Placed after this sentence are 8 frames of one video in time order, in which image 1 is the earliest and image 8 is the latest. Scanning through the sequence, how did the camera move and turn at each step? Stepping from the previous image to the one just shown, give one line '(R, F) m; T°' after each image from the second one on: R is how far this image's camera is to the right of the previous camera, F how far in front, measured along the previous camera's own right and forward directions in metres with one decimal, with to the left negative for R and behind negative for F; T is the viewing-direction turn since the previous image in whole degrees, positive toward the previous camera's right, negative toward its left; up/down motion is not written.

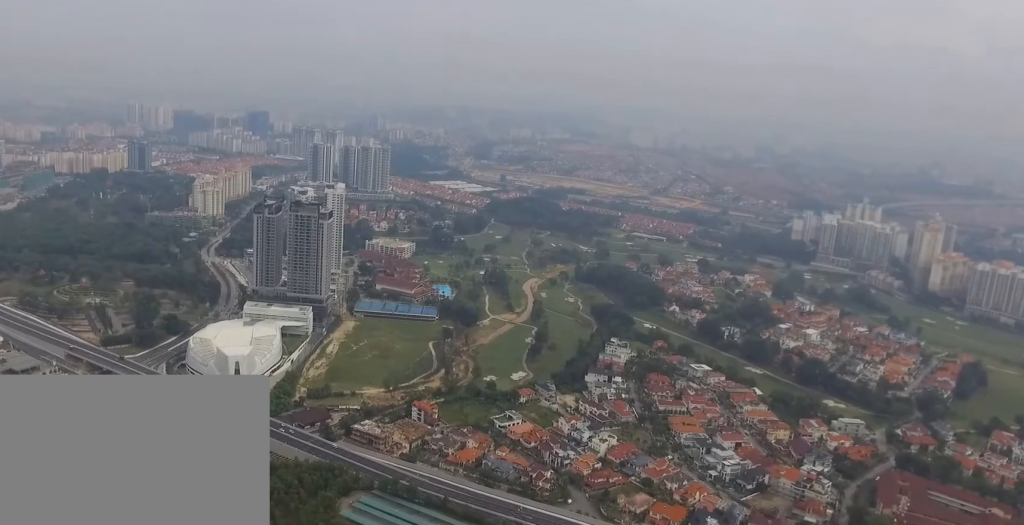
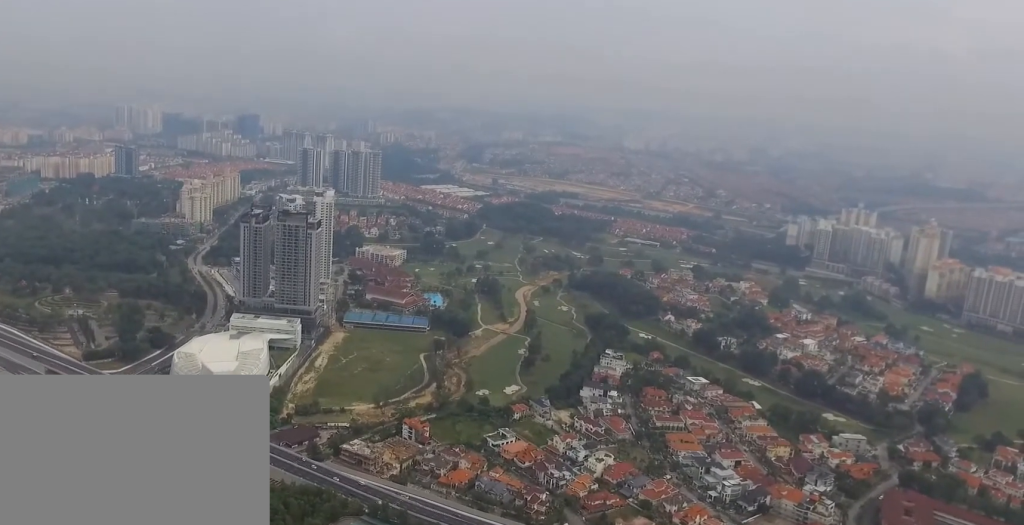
(0.0, +21.4) m; 0°
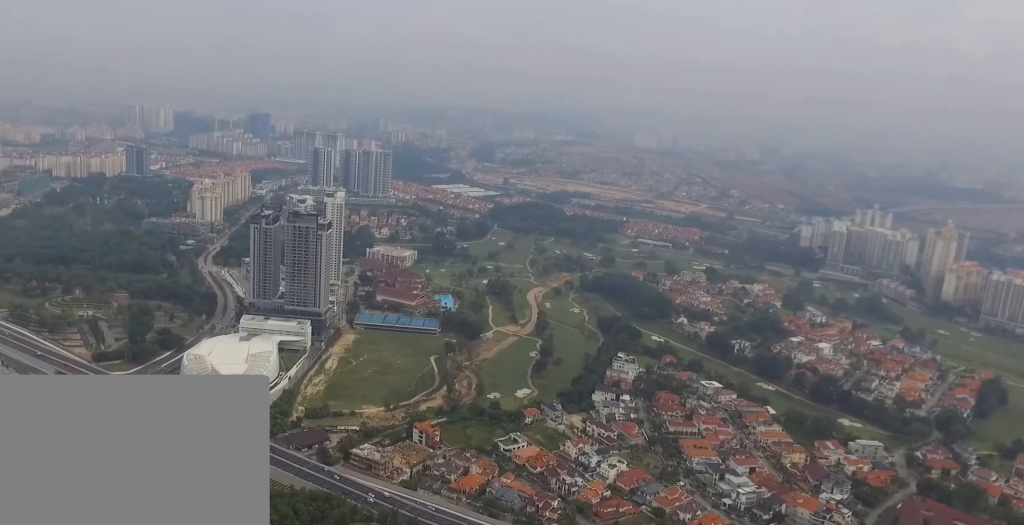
(0.0, +7.8) m; 0°
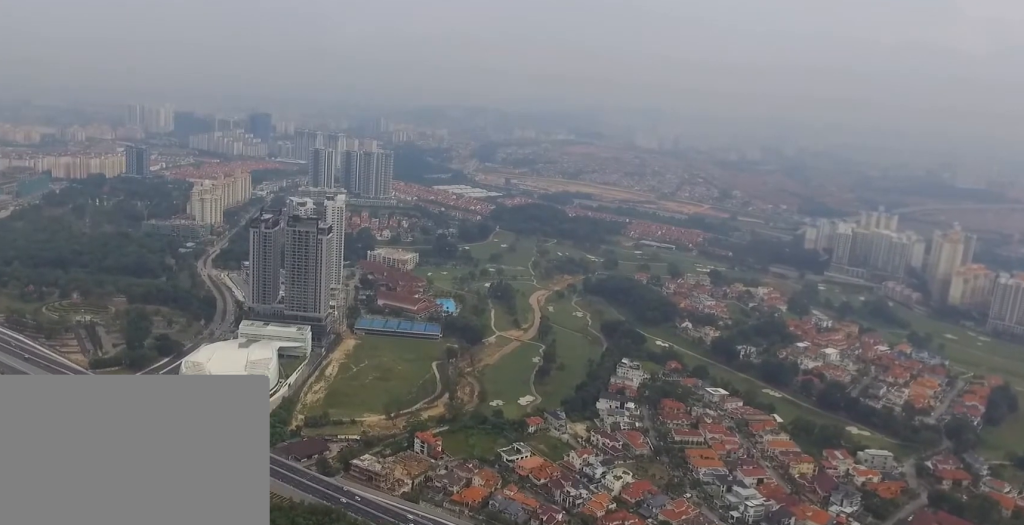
(0.0, +10.7) m; 0°
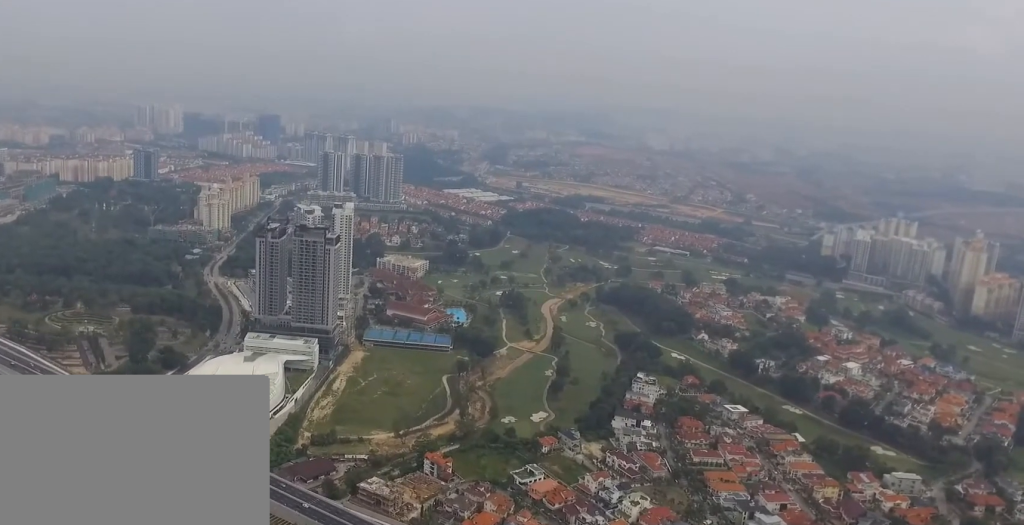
(0.0, +19.4) m; -1°
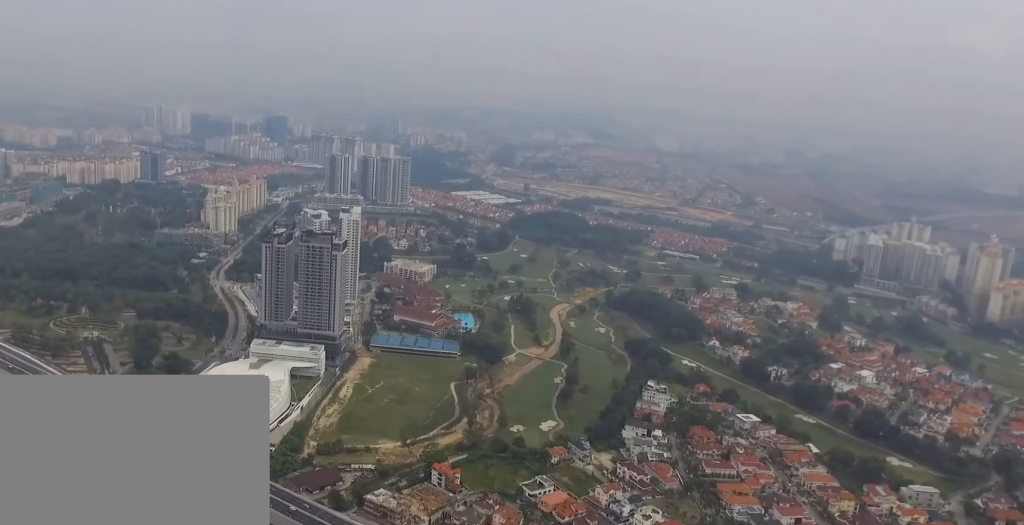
(-0.1, +9.2) m; -1°
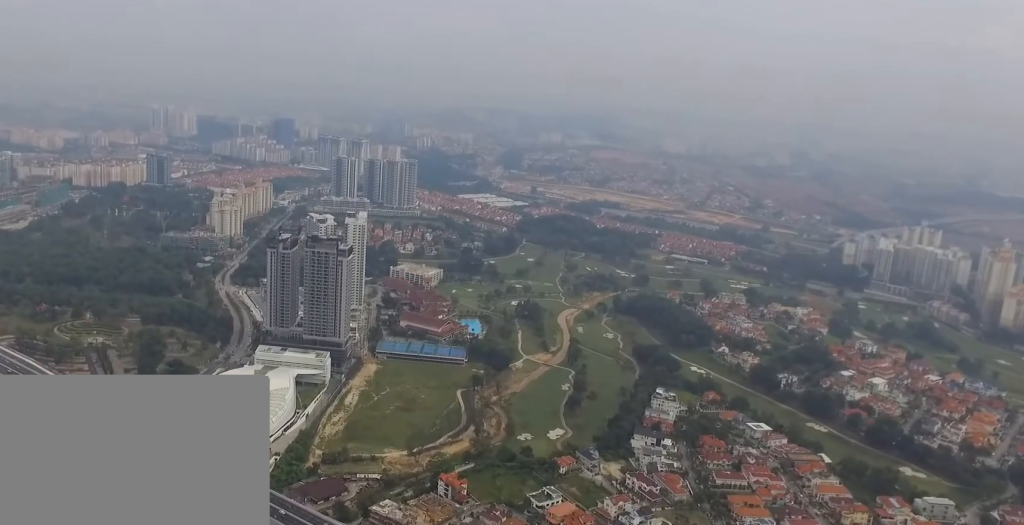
(-0.1, +7.9) m; -1°
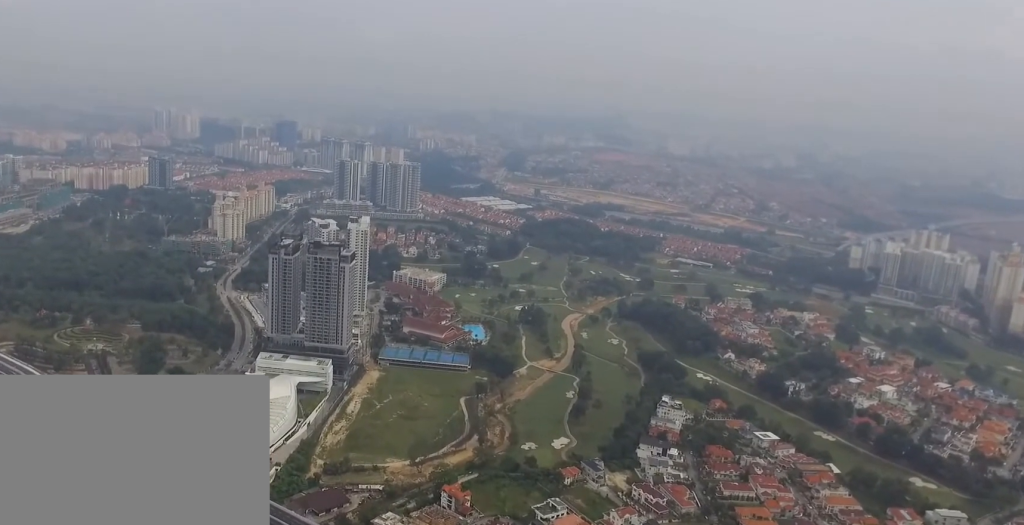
(0.0, +9.4) m; 0°
